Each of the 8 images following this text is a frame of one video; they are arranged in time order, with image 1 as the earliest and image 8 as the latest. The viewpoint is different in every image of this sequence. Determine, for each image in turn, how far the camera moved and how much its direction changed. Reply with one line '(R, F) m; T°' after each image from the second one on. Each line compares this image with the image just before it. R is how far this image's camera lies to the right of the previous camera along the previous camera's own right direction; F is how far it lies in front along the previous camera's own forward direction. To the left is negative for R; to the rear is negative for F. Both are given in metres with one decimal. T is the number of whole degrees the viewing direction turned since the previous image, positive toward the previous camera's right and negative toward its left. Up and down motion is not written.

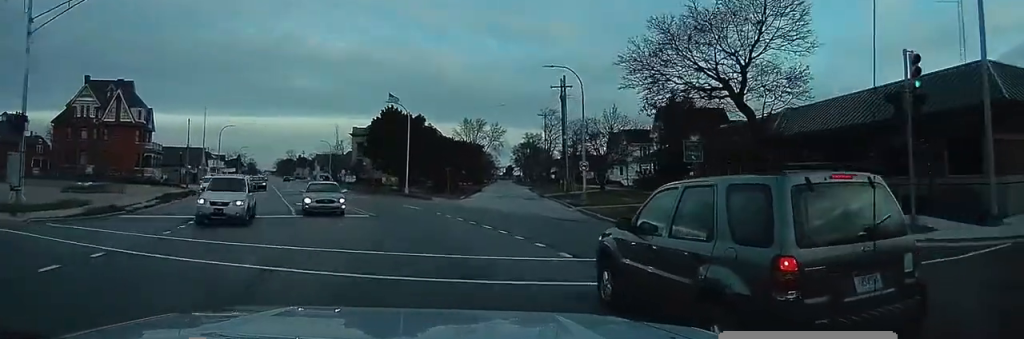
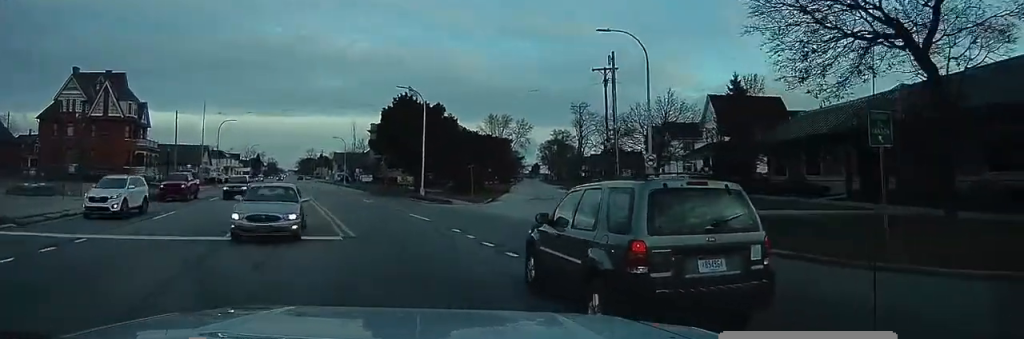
(-1.2, +9.3) m; -1°
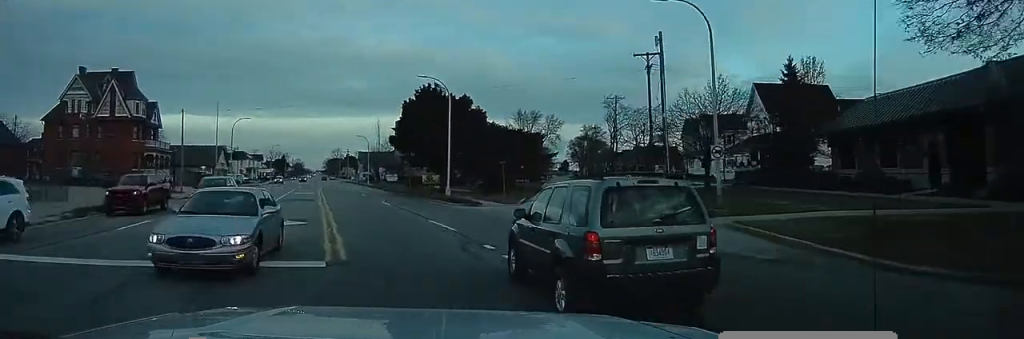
(+0.5, +4.7) m; -5°
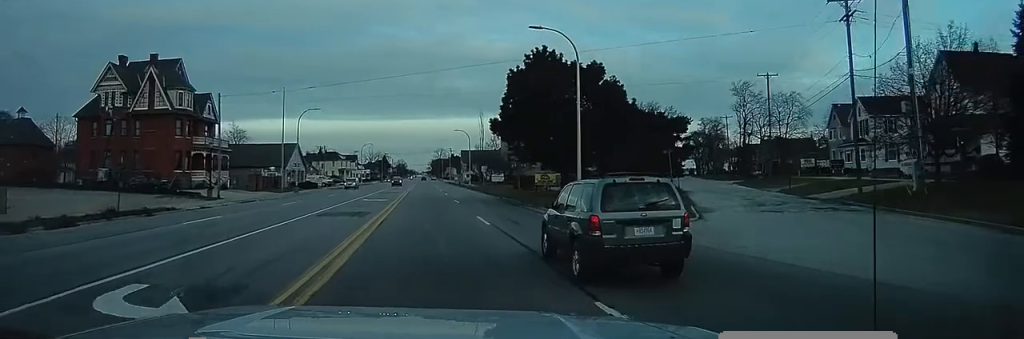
(-2.2, +13.3) m; -11°
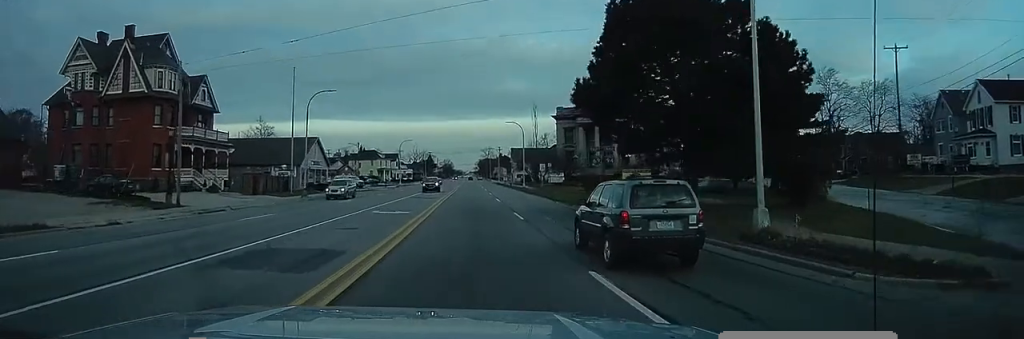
(+1.0, +12.4) m; 0°
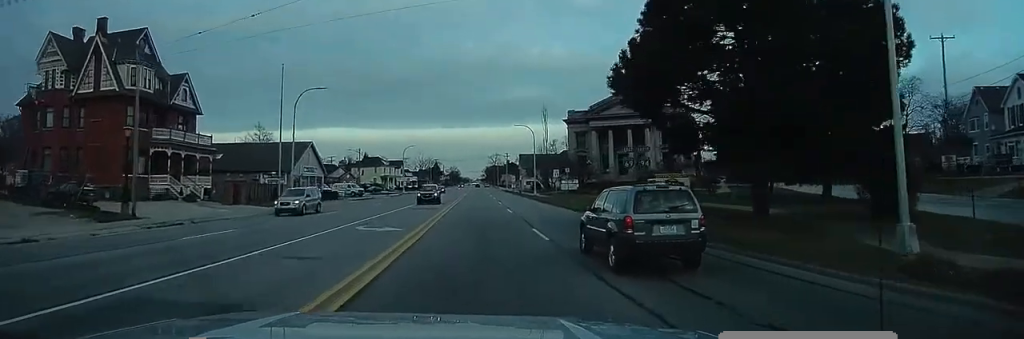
(-0.2, +4.6) m; -3°
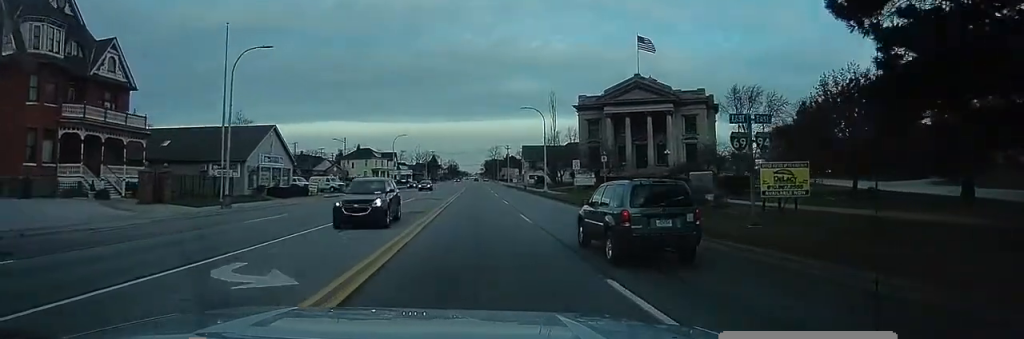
(-0.1, +10.1) m; -5°
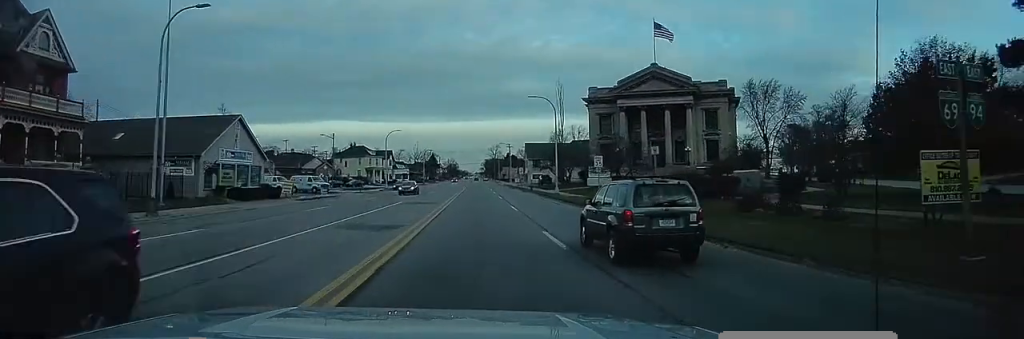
(-0.4, +7.1) m; -1°
